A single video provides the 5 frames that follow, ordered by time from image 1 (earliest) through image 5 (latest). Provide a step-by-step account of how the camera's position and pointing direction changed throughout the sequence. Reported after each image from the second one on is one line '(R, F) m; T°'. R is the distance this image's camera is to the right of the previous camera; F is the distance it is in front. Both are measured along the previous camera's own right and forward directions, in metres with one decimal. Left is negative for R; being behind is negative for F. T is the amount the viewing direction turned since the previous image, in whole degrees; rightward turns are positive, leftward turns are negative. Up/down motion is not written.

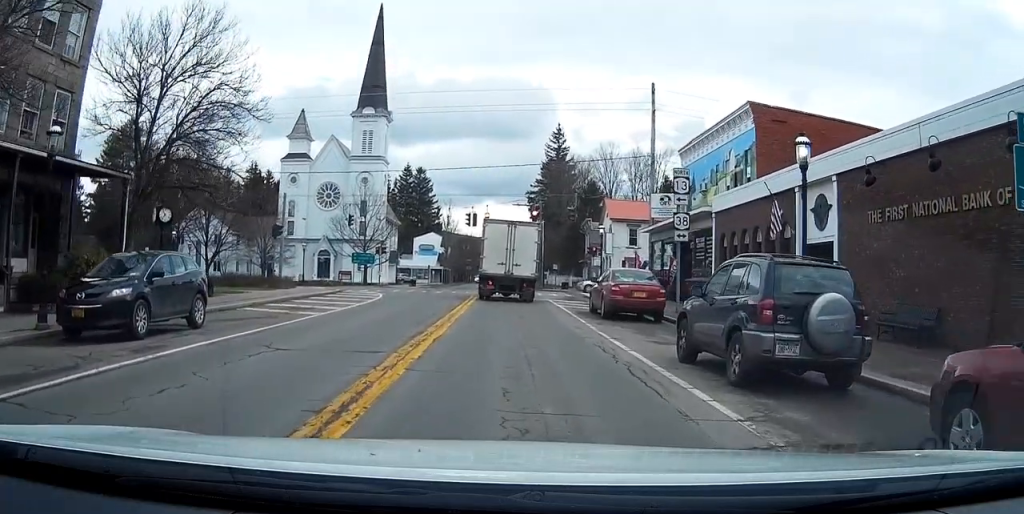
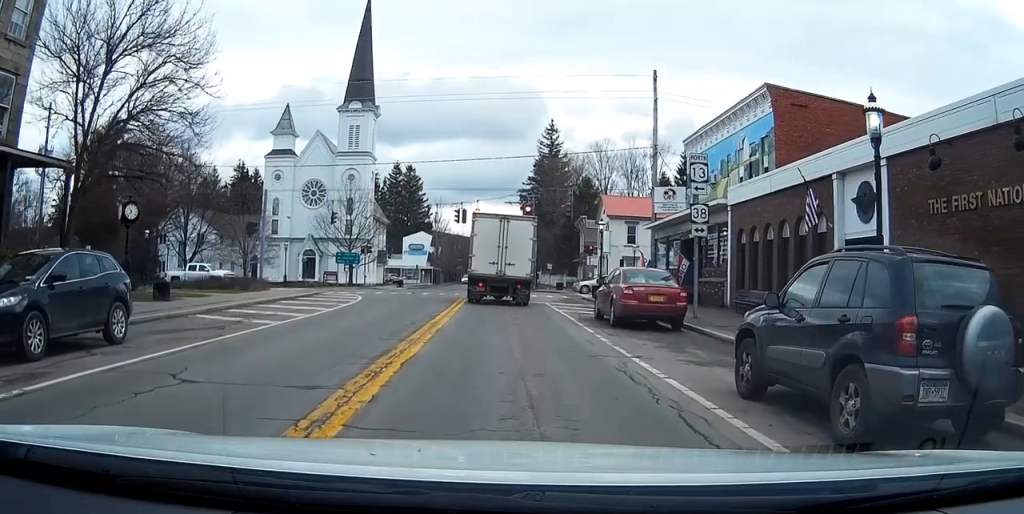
(0.0, +3.2) m; -1°
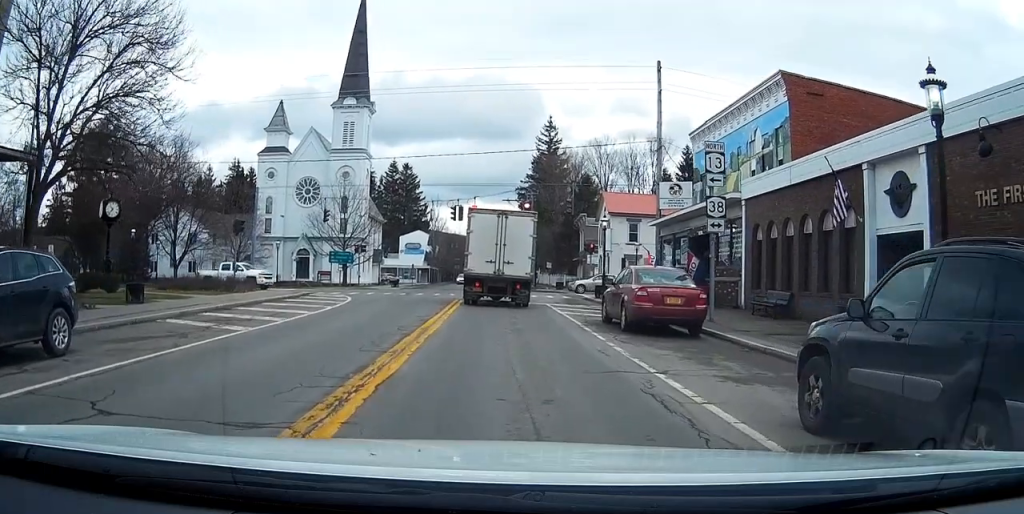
(0.0, +1.8) m; -1°
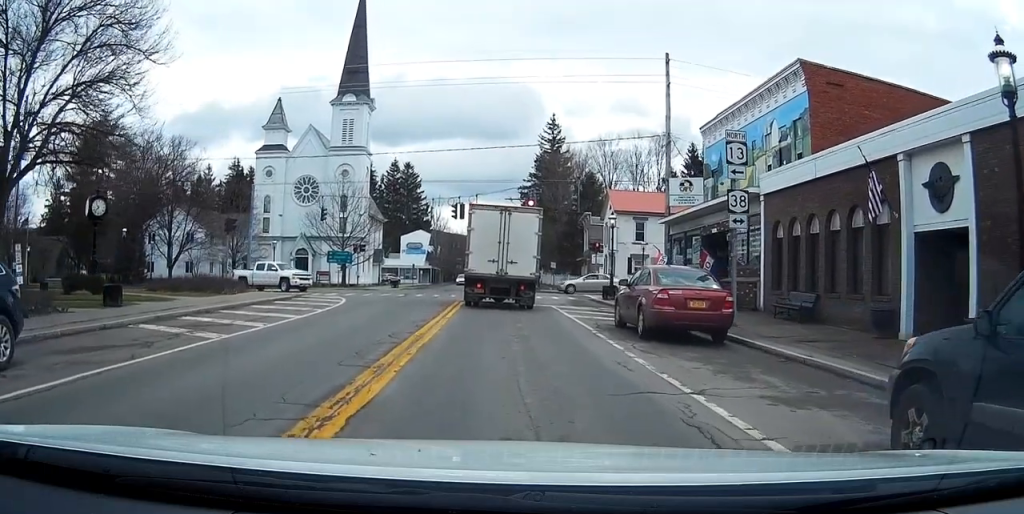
(0.0, +1.7) m; 0°
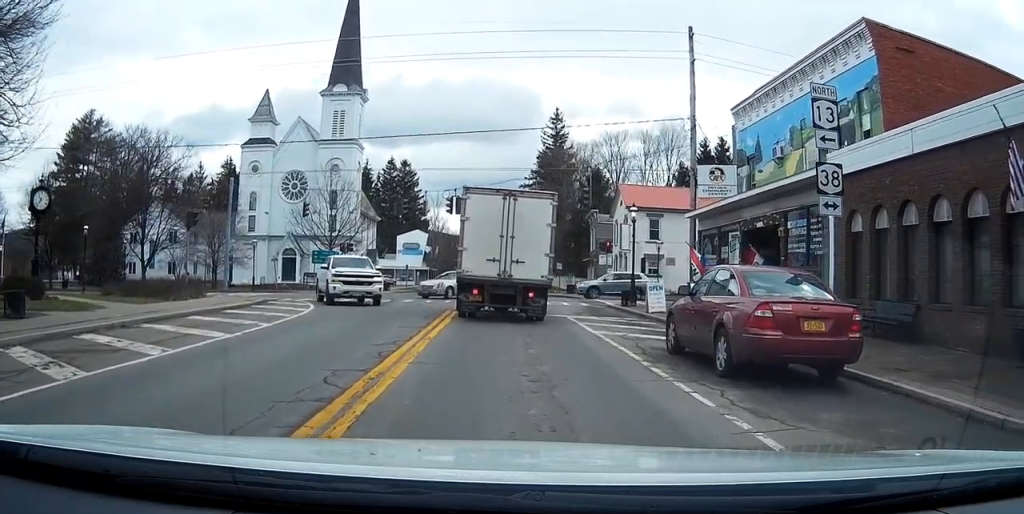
(0.0, +5.0) m; -4°
